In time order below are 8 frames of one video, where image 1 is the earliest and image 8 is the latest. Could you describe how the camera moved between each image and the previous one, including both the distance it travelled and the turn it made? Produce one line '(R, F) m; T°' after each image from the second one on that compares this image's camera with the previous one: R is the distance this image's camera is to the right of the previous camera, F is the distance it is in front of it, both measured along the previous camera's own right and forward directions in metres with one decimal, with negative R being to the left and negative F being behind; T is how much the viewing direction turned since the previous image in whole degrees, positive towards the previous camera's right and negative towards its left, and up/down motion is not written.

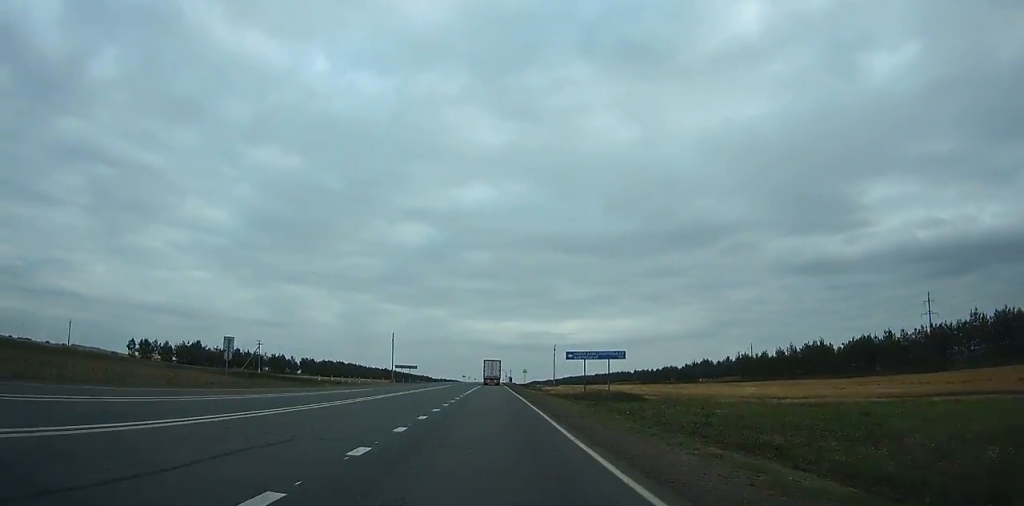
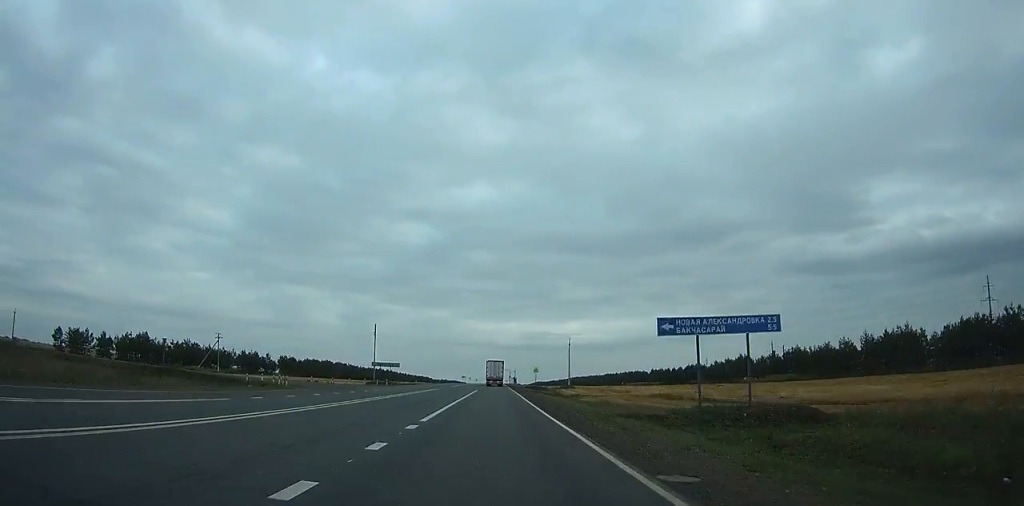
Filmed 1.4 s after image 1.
(+0.1, +27.5) m; 0°
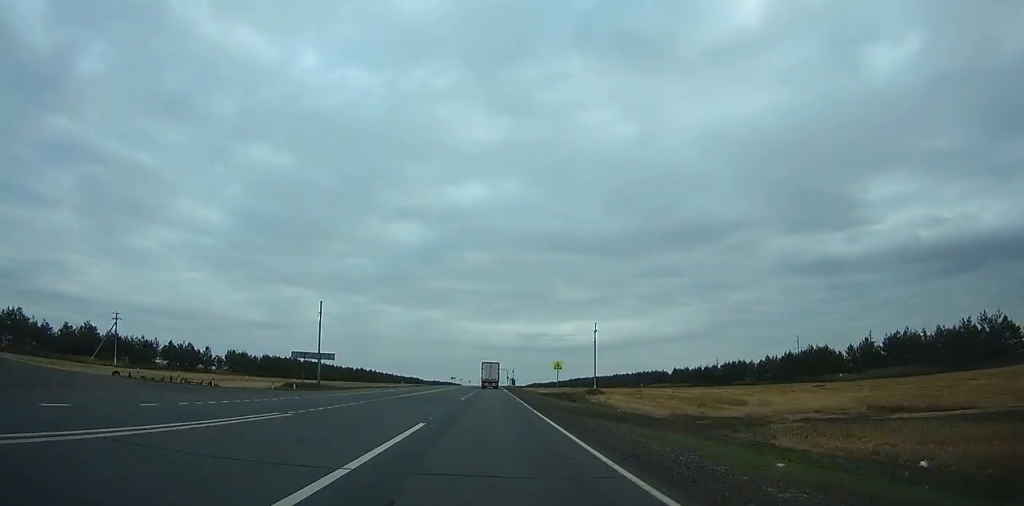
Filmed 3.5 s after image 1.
(-0.4, +40.9) m; 0°
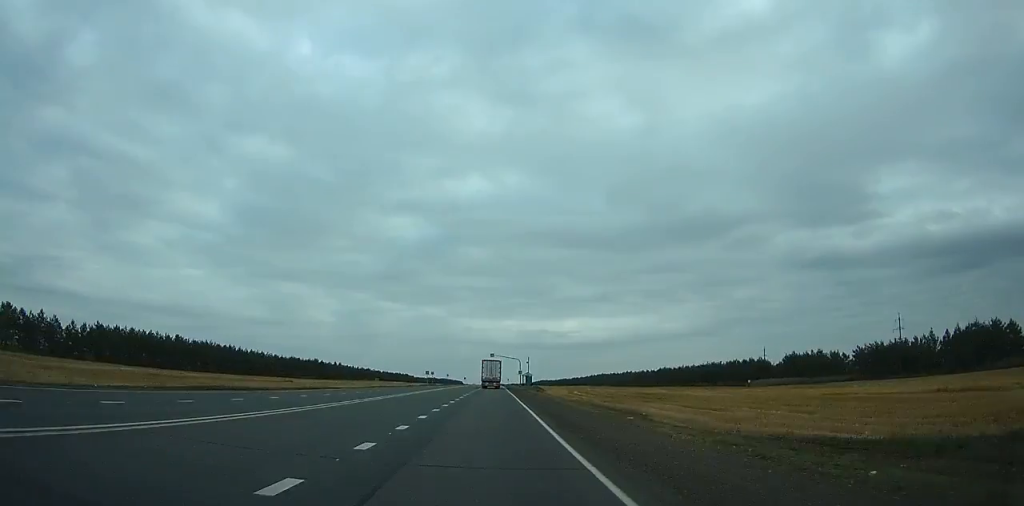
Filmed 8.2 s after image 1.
(-0.2, +90.8) m; 0°
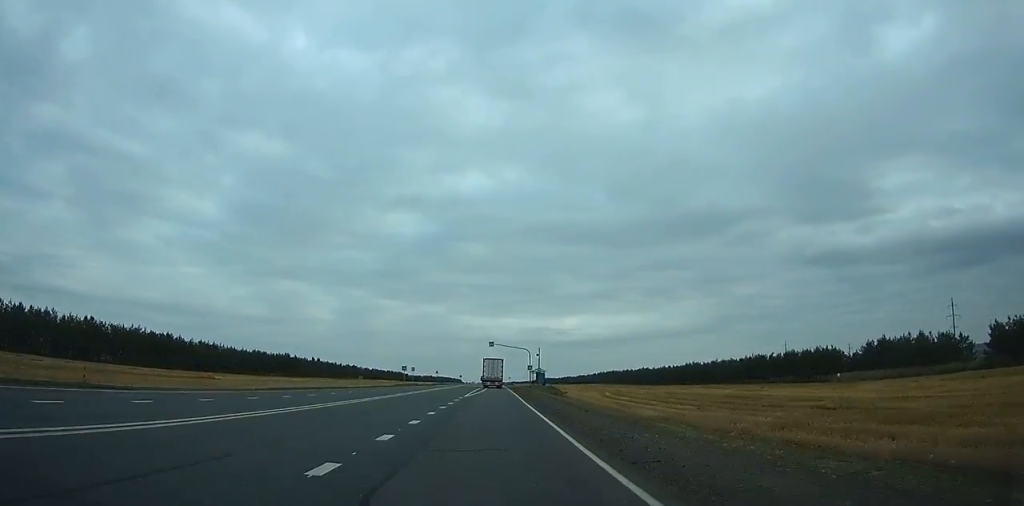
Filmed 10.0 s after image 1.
(-0.1, +34.6) m; 0°
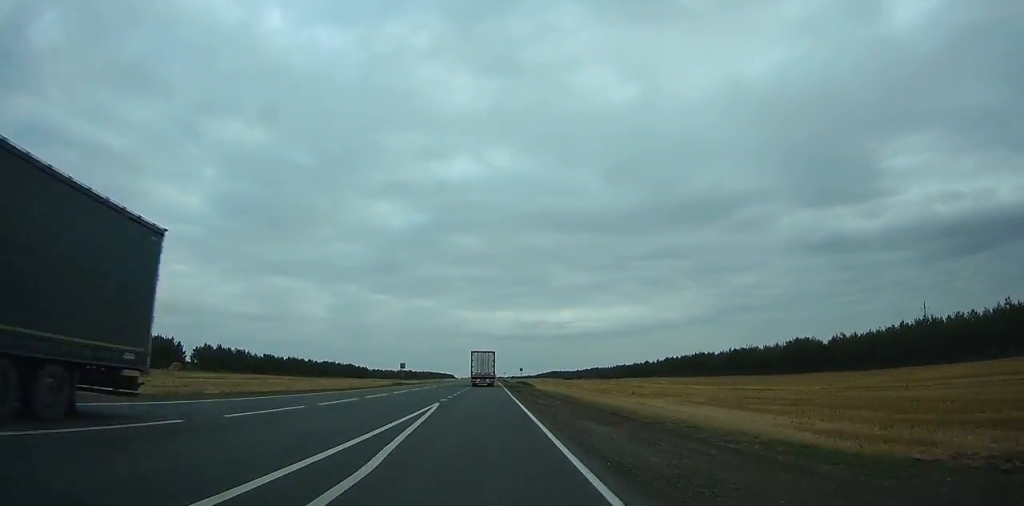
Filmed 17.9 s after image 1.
(+0.1, +150.5) m; 0°
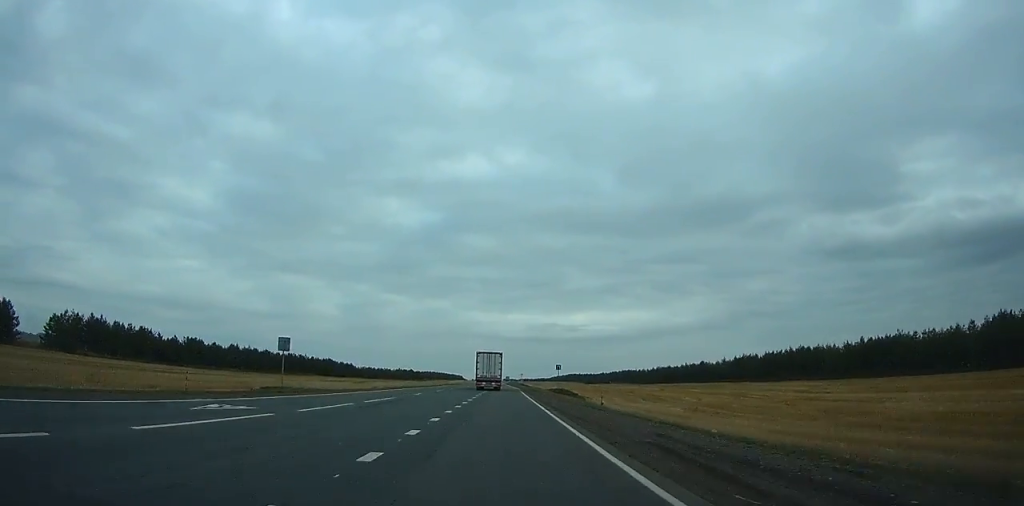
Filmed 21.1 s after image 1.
(-0.3, +59.8) m; -1°
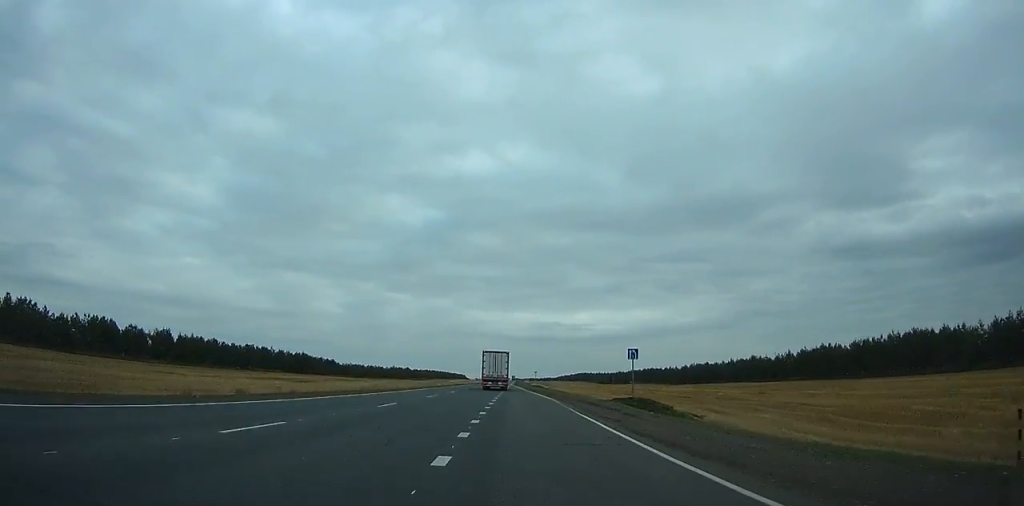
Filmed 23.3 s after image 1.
(-0.2, +40.6) m; 0°
